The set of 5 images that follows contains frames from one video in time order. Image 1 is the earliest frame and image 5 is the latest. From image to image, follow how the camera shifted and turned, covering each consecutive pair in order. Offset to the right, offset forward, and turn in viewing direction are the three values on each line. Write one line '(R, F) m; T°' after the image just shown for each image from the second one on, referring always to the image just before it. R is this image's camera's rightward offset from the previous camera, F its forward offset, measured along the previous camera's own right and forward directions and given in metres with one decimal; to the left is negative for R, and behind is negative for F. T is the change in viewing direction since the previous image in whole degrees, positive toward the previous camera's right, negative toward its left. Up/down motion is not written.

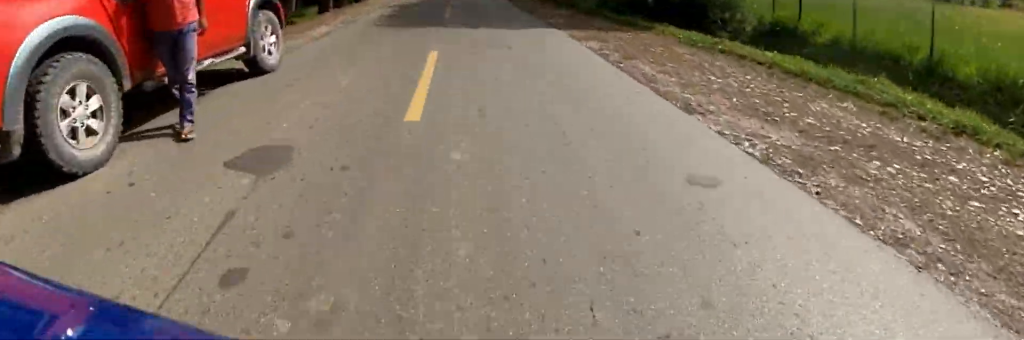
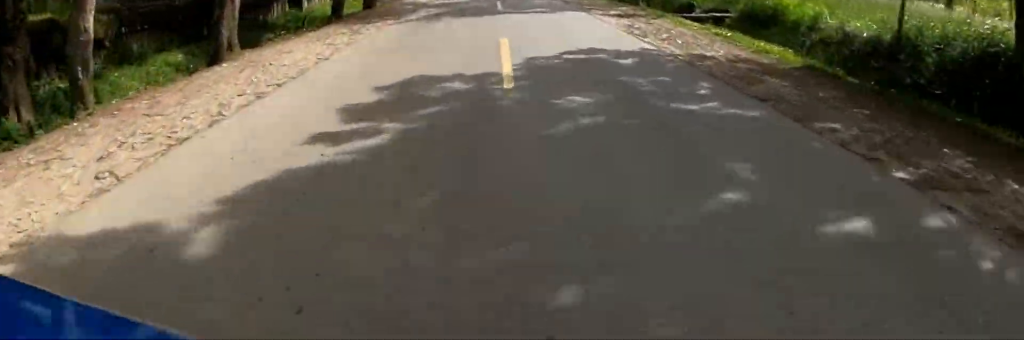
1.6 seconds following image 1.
(-0.5, +15.2) m; -5°
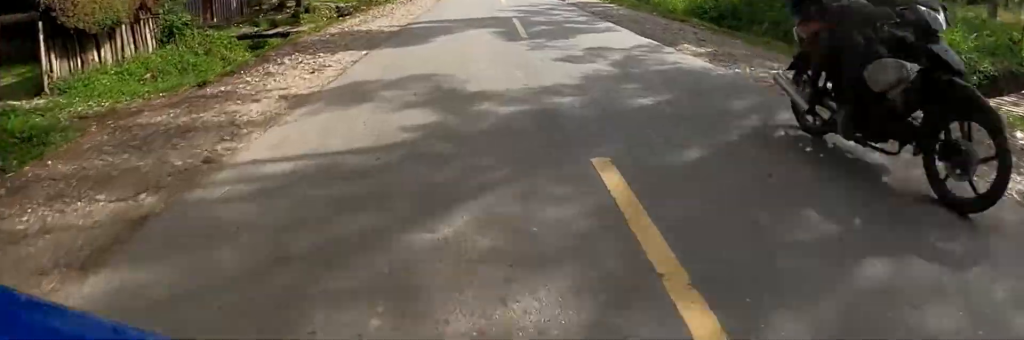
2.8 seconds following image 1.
(-0.3, +12.5) m; -2°
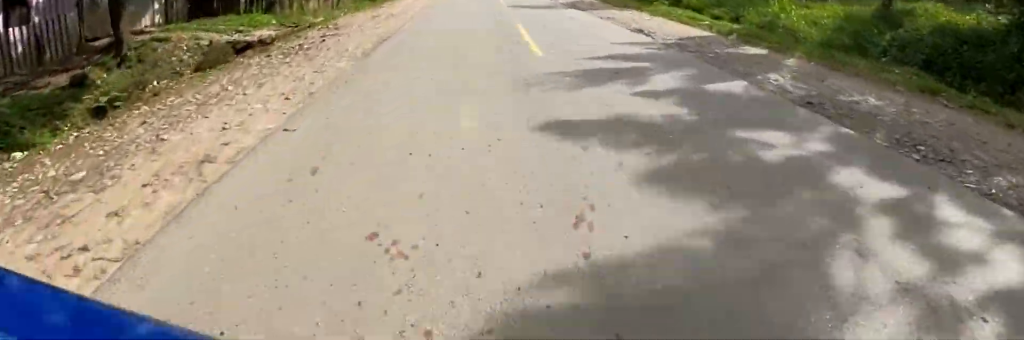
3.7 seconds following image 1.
(0.0, +9.6) m; 0°
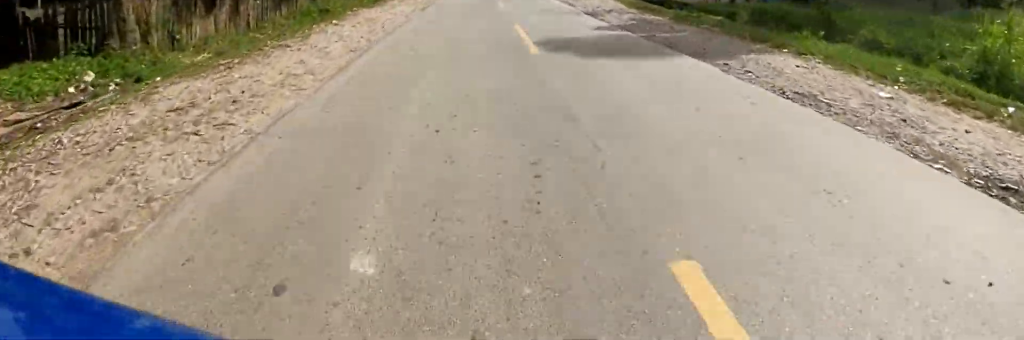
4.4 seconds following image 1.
(0.0, +8.0) m; +1°
